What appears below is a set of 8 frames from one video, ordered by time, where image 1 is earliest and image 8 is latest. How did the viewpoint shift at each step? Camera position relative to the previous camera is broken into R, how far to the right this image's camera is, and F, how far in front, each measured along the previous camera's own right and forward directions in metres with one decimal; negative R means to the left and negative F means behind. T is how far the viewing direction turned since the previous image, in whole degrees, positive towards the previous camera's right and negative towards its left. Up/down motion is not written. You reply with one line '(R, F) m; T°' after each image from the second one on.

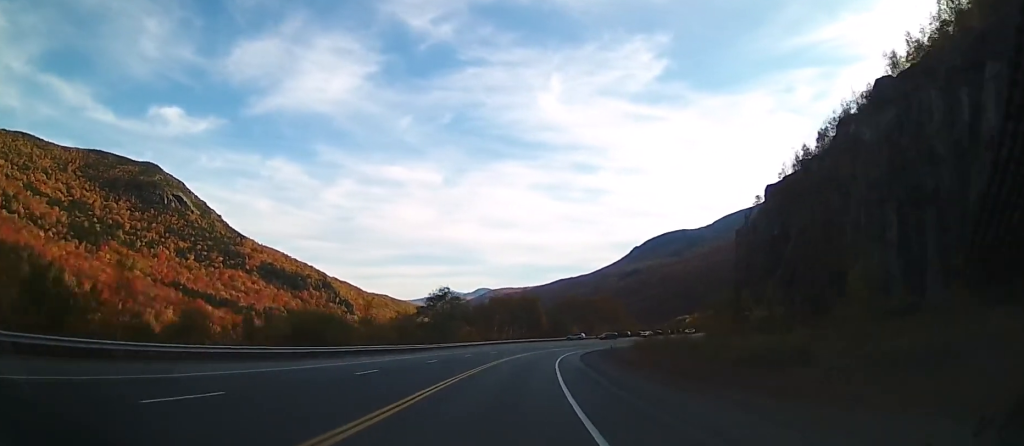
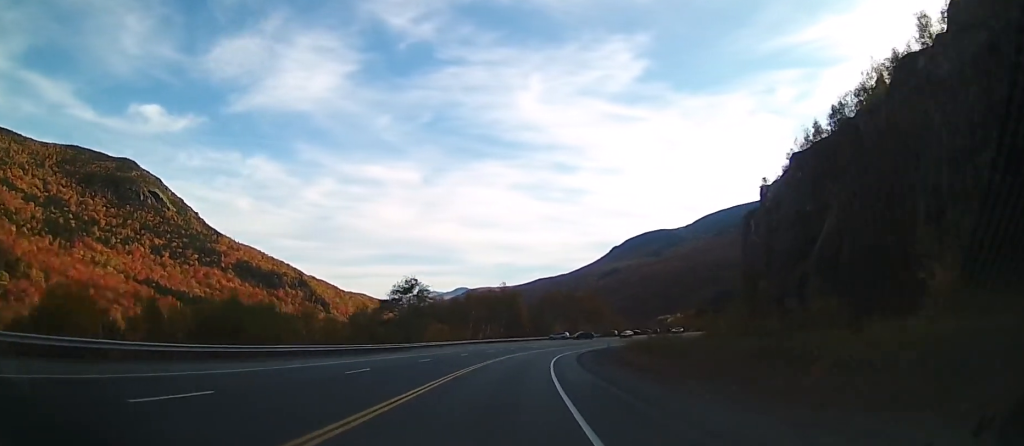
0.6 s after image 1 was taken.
(-0.1, +12.1) m; +2°
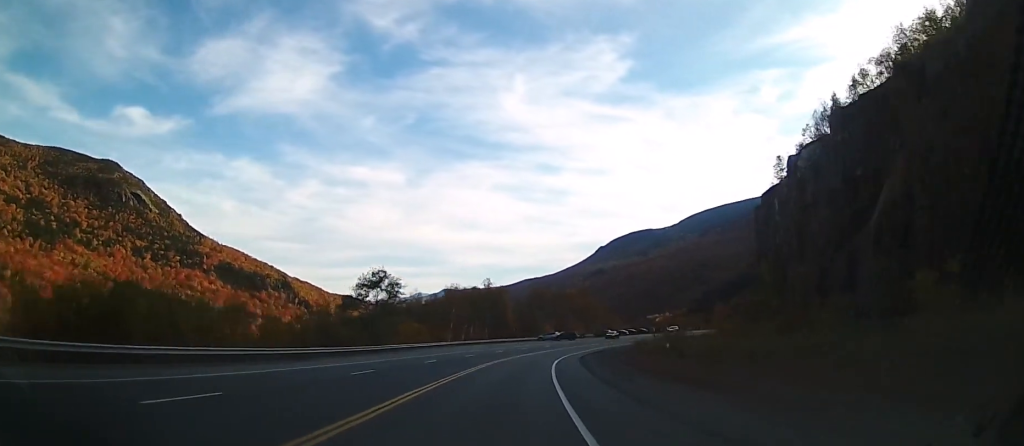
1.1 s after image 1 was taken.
(+0.4, +11.4) m; +2°
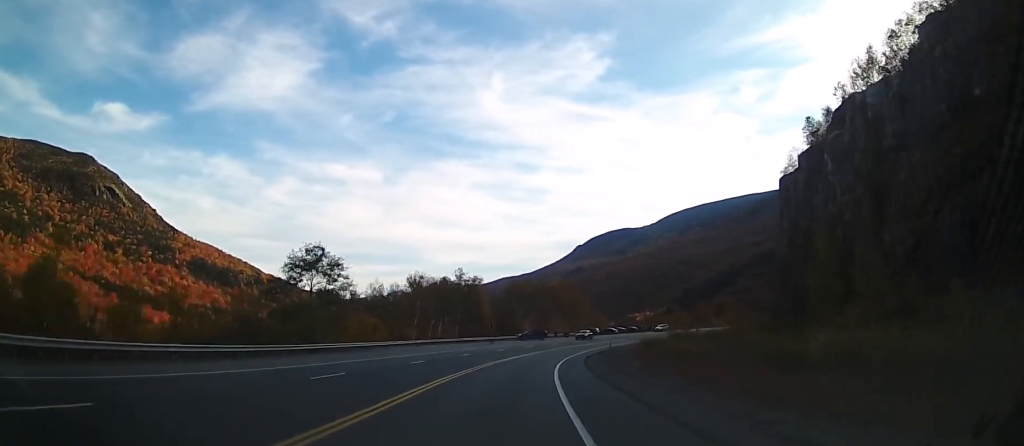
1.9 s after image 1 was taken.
(+0.3, +16.2) m; +2°
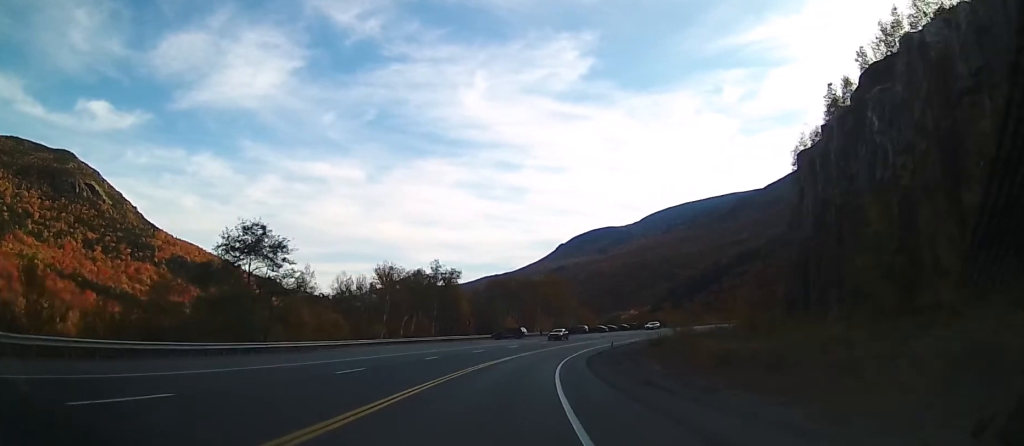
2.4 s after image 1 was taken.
(0.0, +10.5) m; +1°
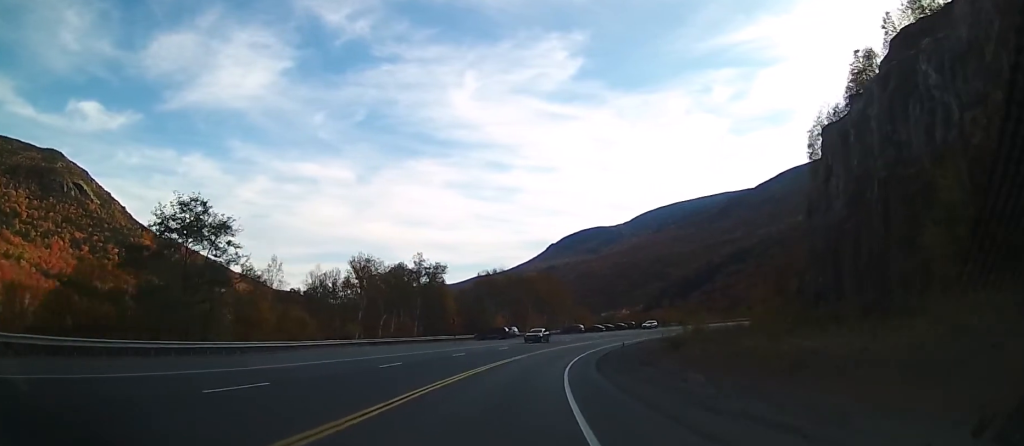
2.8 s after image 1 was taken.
(+0.1, +8.5) m; +1°
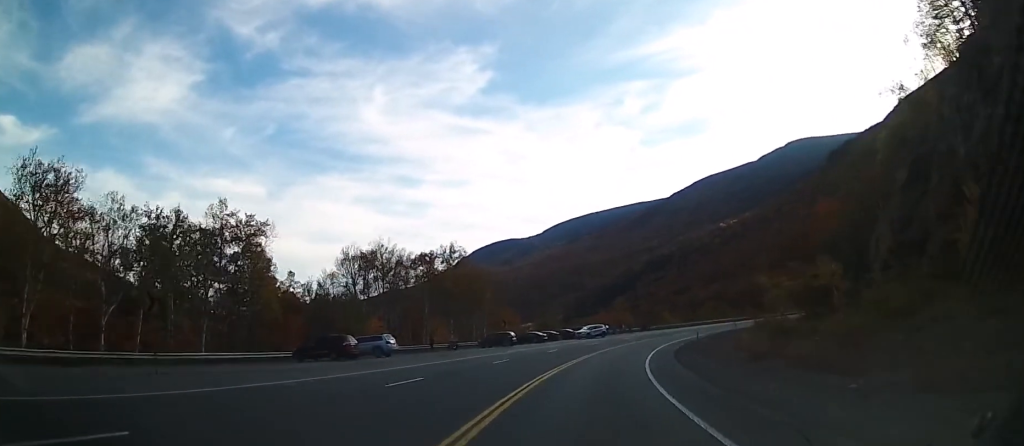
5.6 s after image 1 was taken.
(+1.9, +46.9) m; +5°
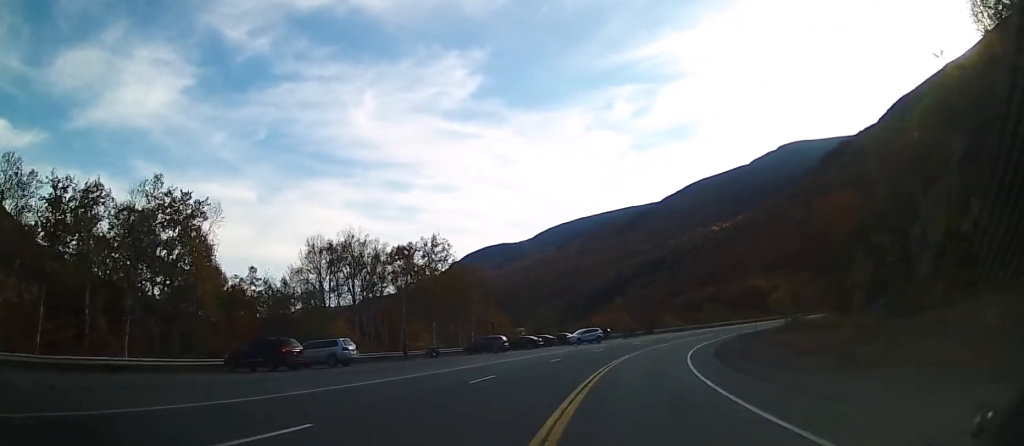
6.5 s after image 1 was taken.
(+0.2, +10.6) m; +7°
